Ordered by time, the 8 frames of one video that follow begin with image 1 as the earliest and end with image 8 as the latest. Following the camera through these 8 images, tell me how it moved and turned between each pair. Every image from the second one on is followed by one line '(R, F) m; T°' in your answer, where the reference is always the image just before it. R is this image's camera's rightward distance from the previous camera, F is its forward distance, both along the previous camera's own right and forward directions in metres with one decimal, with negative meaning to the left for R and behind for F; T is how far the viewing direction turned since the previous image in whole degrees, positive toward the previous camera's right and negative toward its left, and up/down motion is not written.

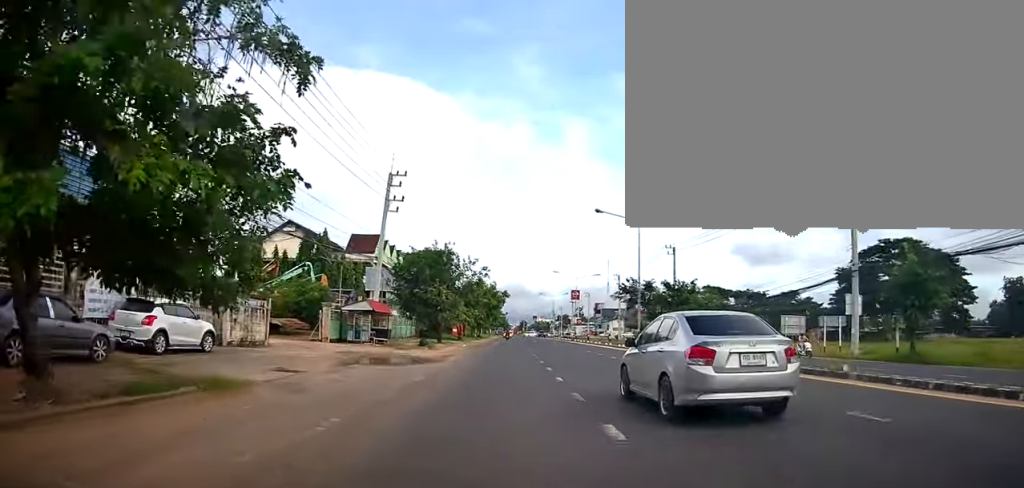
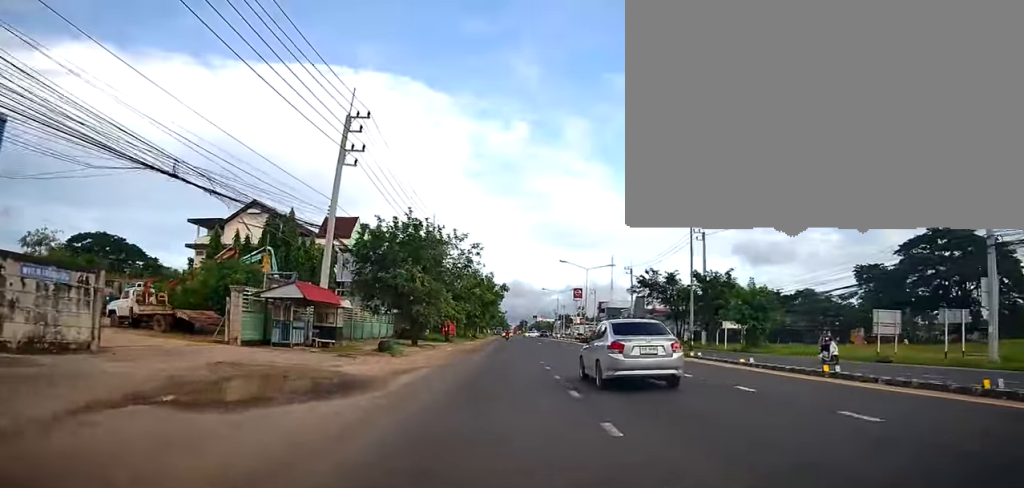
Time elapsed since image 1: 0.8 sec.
(+0.3, +11.6) m; 0°
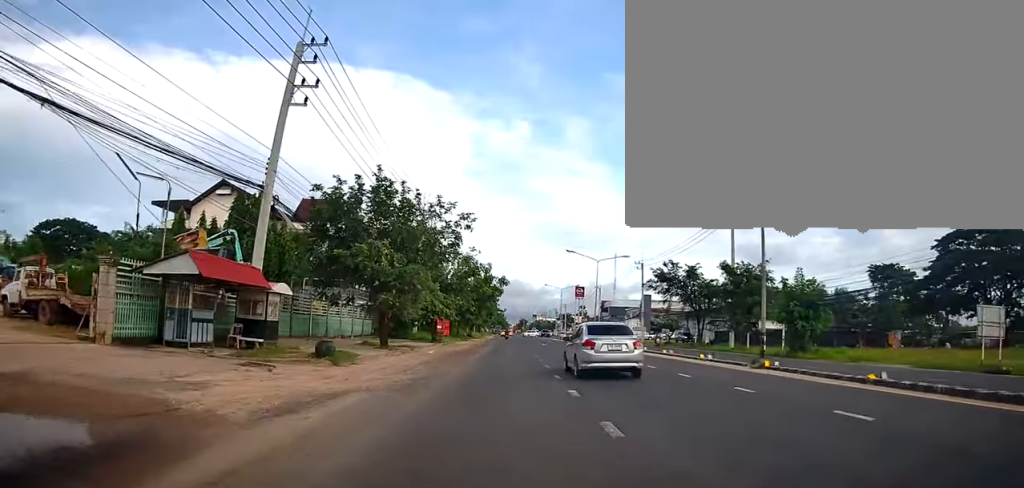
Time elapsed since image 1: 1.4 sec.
(-0.5, +8.2) m; 0°
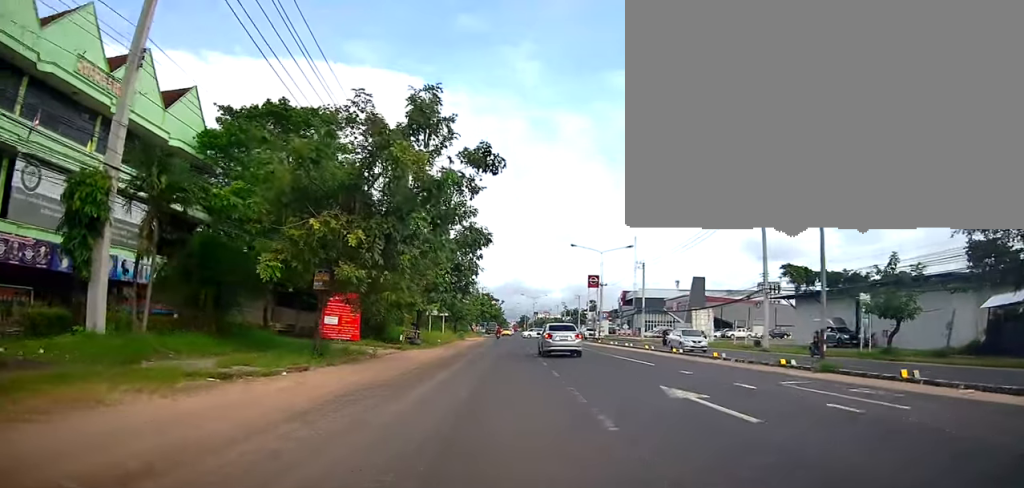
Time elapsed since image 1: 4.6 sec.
(+0.7, +44.5) m; 0°
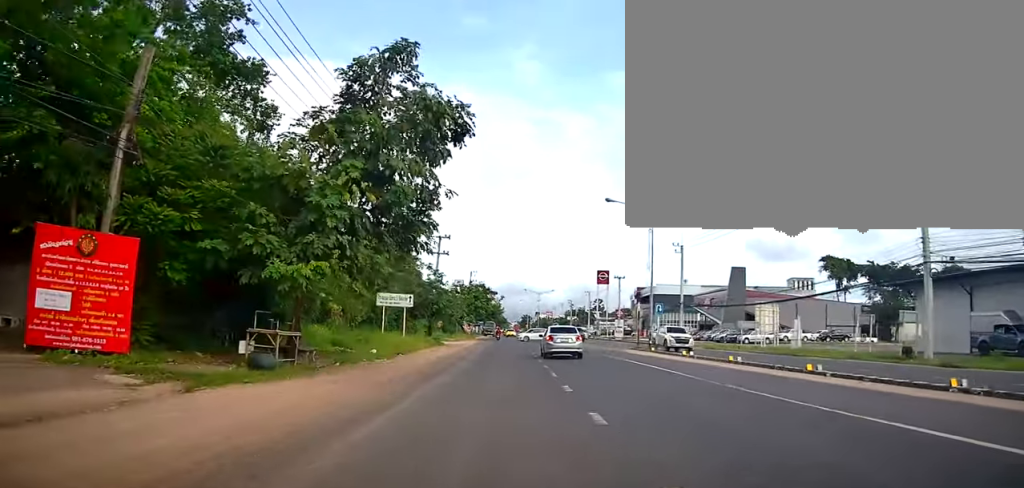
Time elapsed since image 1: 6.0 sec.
(-1.1, +20.1) m; -3°
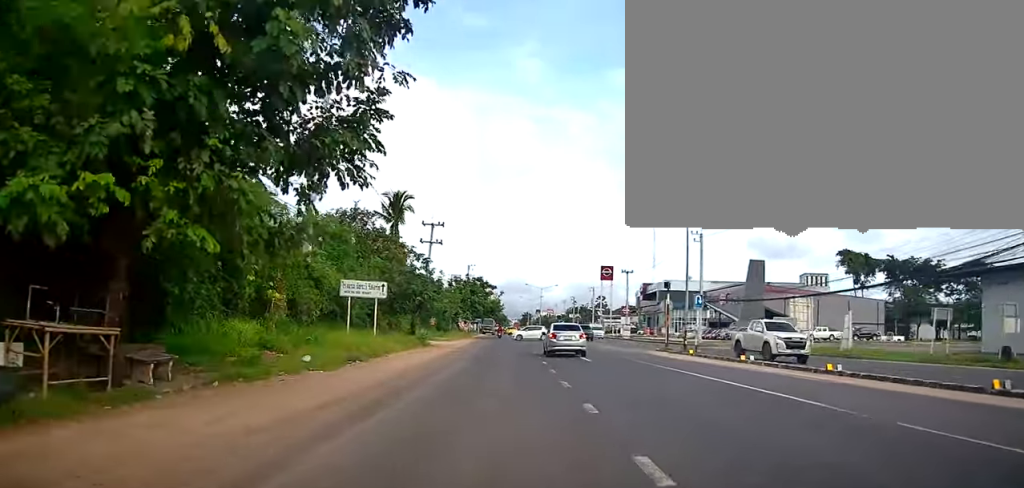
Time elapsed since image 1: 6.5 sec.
(-0.2, +7.4) m; +1°
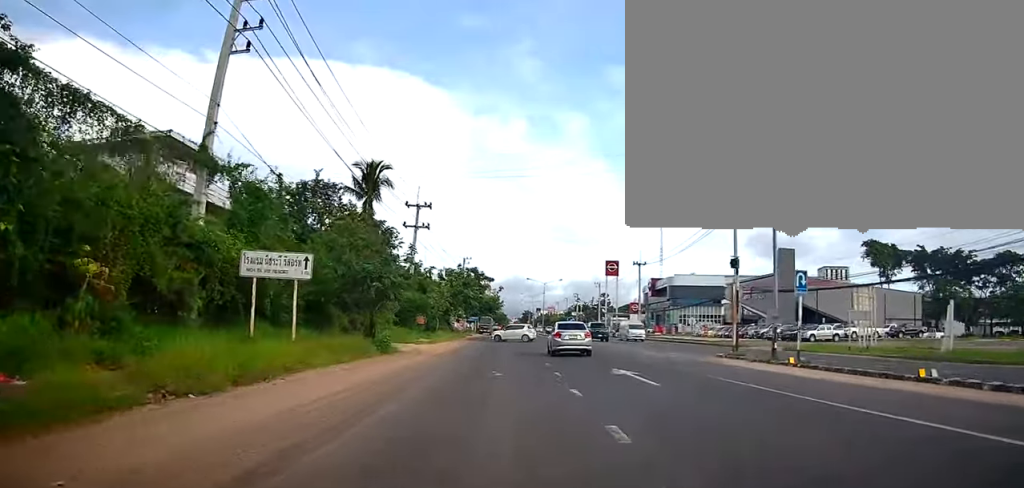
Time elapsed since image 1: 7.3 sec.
(+0.5, +10.1) m; +2°
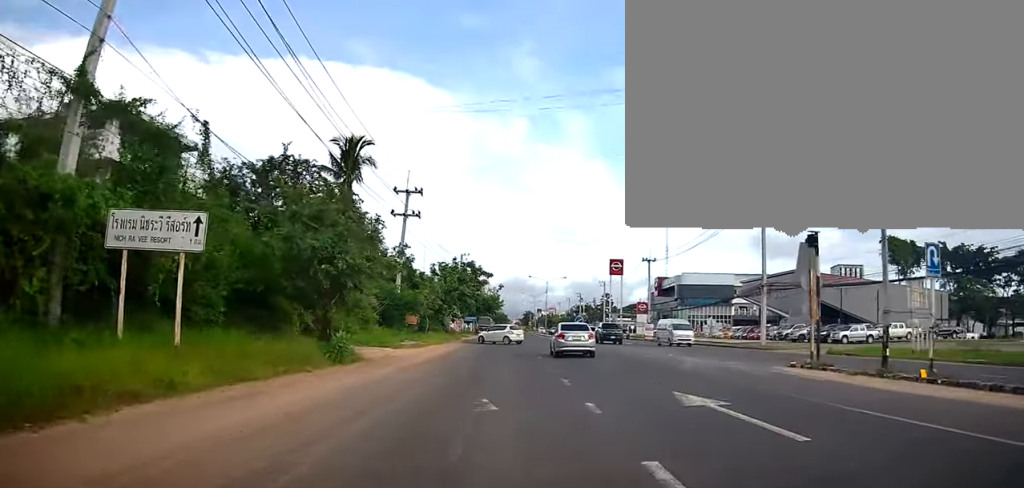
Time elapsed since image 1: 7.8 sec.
(+0.1, +6.4) m; +1°
